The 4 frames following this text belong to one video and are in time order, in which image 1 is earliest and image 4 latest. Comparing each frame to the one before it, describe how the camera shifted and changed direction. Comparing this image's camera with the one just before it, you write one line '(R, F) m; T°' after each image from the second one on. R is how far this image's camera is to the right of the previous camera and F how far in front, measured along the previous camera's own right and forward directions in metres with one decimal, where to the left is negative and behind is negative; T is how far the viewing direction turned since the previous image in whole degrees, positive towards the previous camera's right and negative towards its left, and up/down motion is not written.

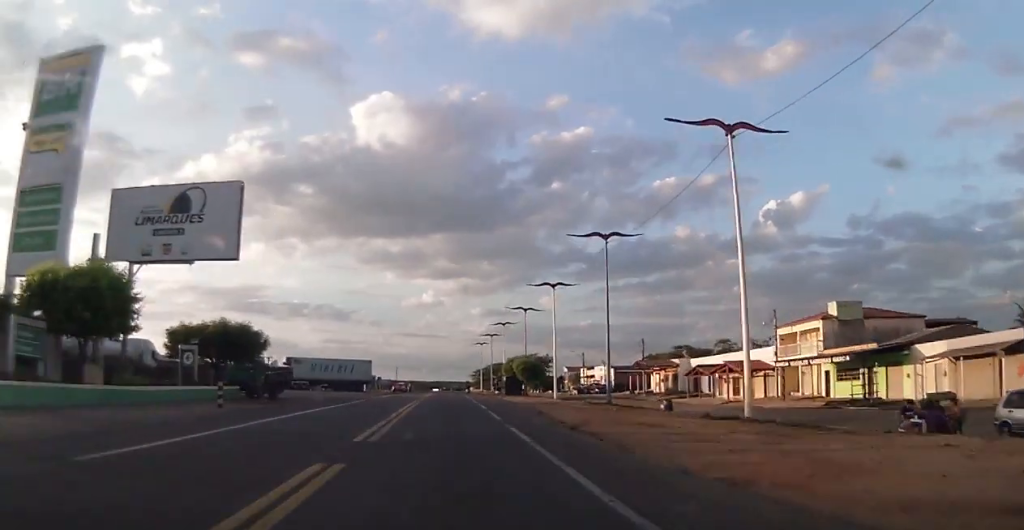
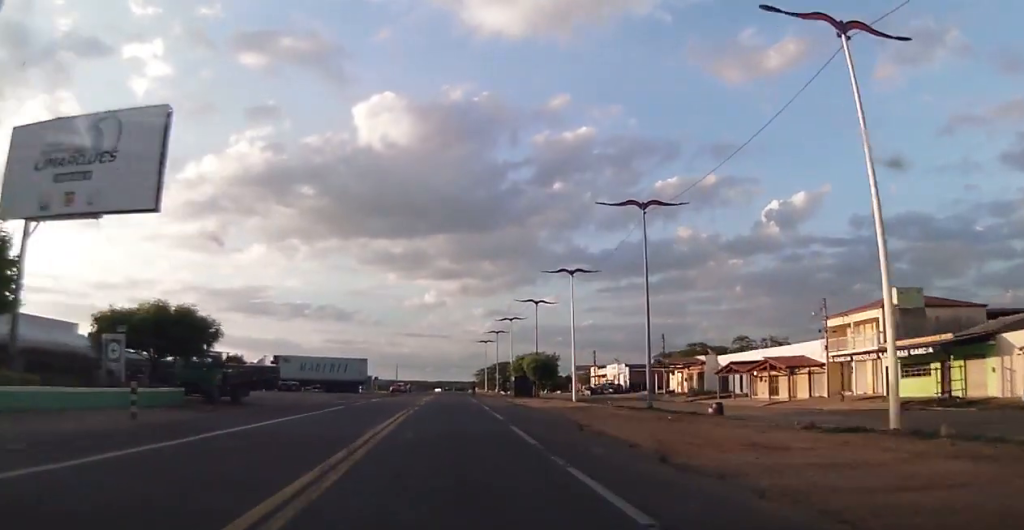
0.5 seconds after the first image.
(+0.1, +8.3) m; -1°
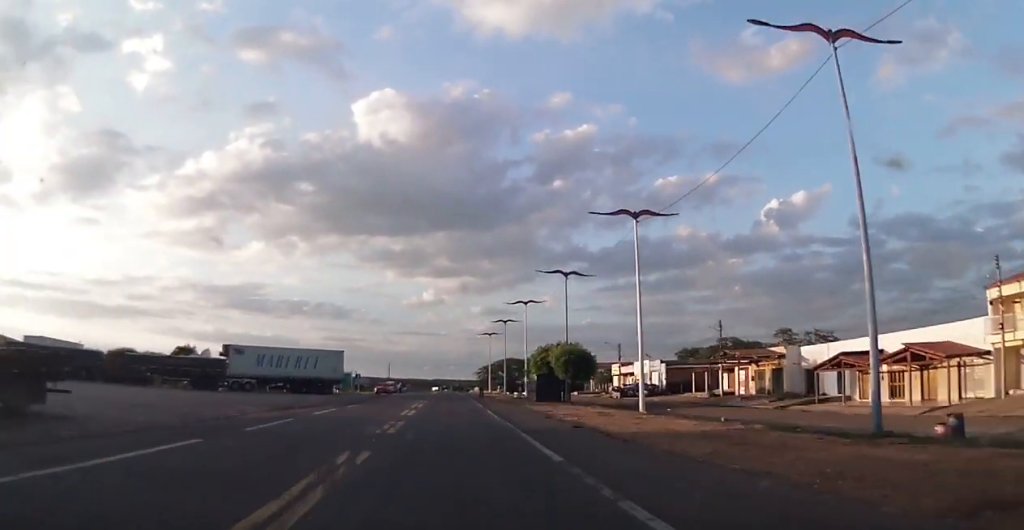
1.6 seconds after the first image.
(-0.6, +19.6) m; +1°
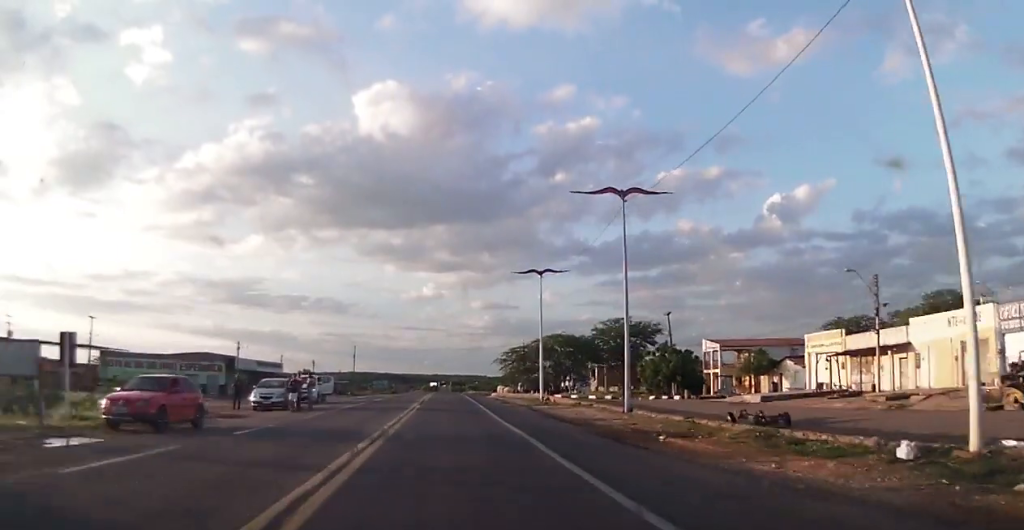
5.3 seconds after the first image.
(+0.3, +67.9) m; 0°
